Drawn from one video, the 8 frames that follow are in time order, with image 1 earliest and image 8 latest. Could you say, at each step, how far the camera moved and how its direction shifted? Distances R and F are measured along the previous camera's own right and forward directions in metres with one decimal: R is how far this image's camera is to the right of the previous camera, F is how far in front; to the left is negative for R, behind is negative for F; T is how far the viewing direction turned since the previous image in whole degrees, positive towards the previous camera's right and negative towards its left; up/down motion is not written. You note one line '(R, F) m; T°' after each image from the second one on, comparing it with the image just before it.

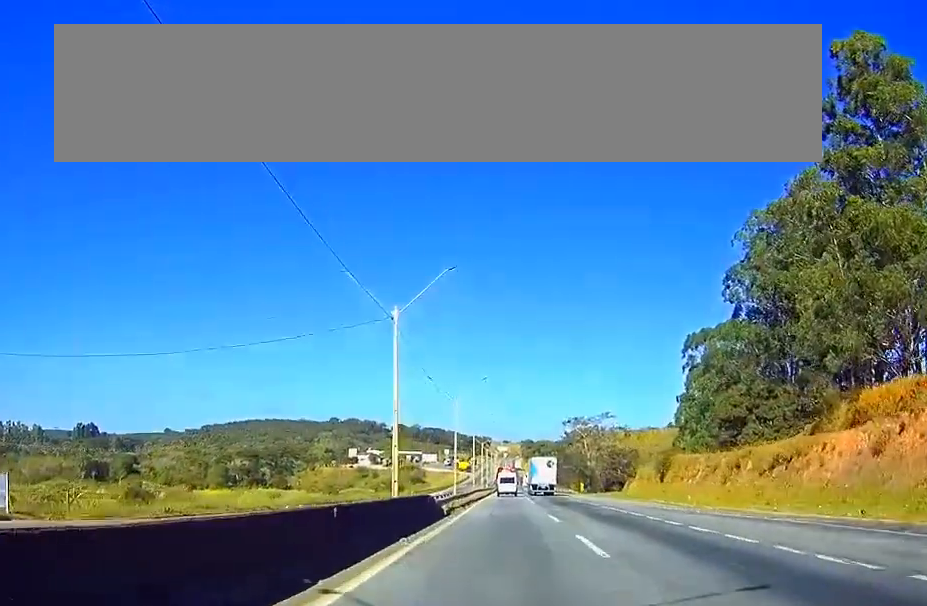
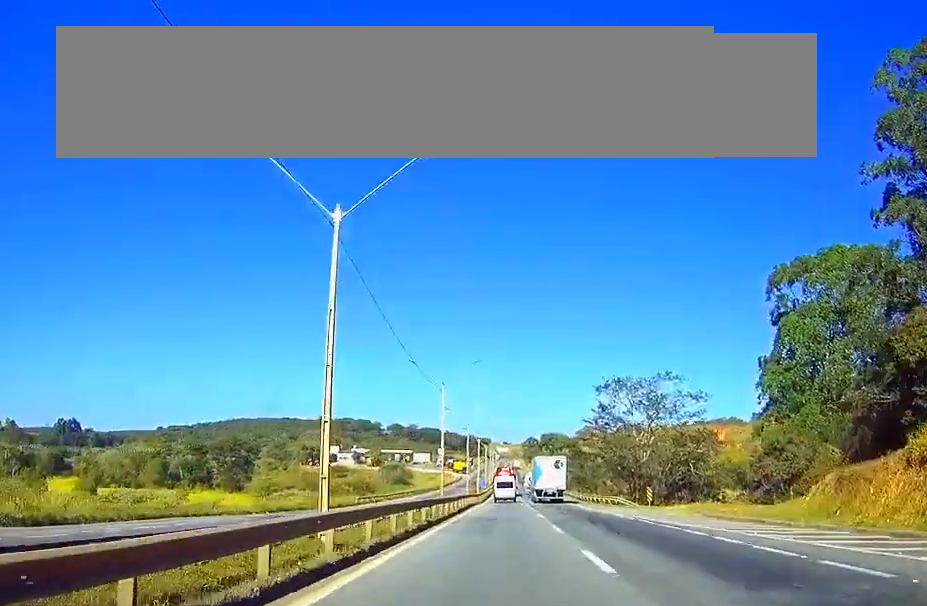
(-0.1, +53.9) m; 0°
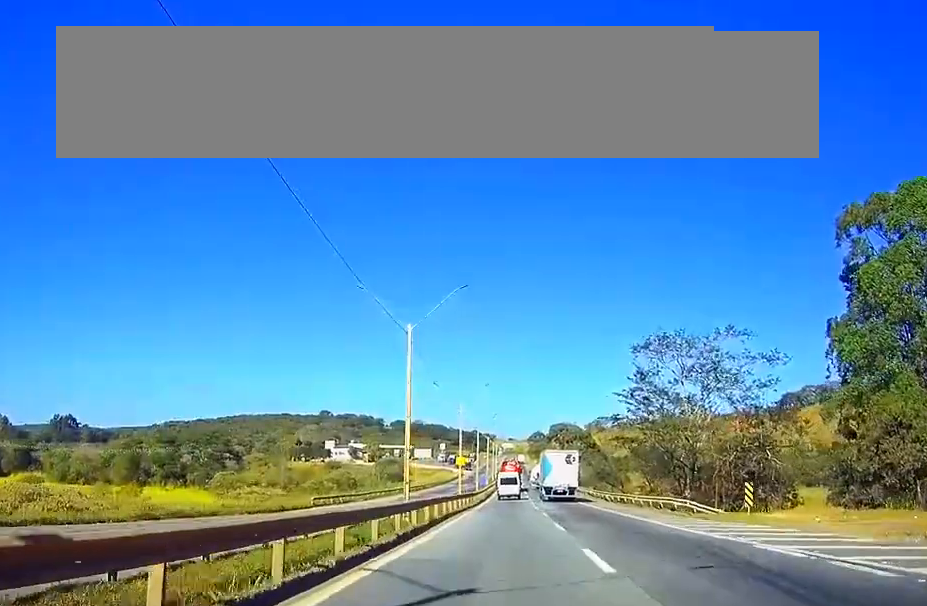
(0.0, +23.6) m; 0°
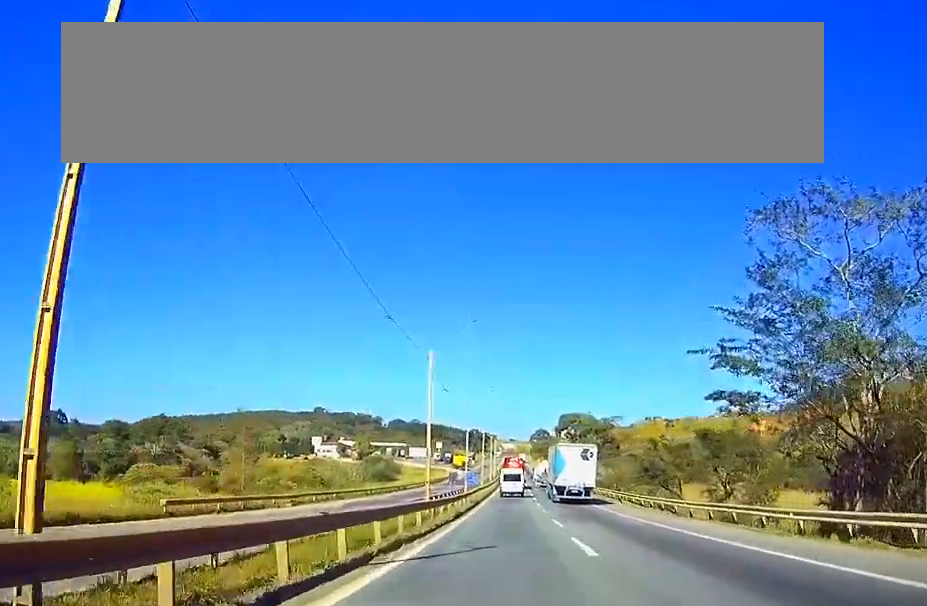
(0.0, +32.2) m; 0°
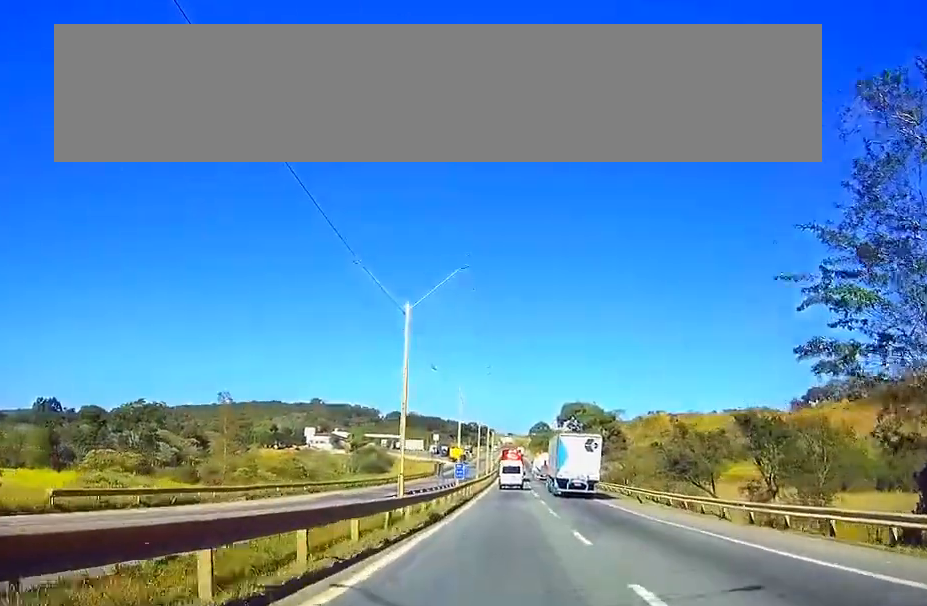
(0.0, +11.1) m; 0°
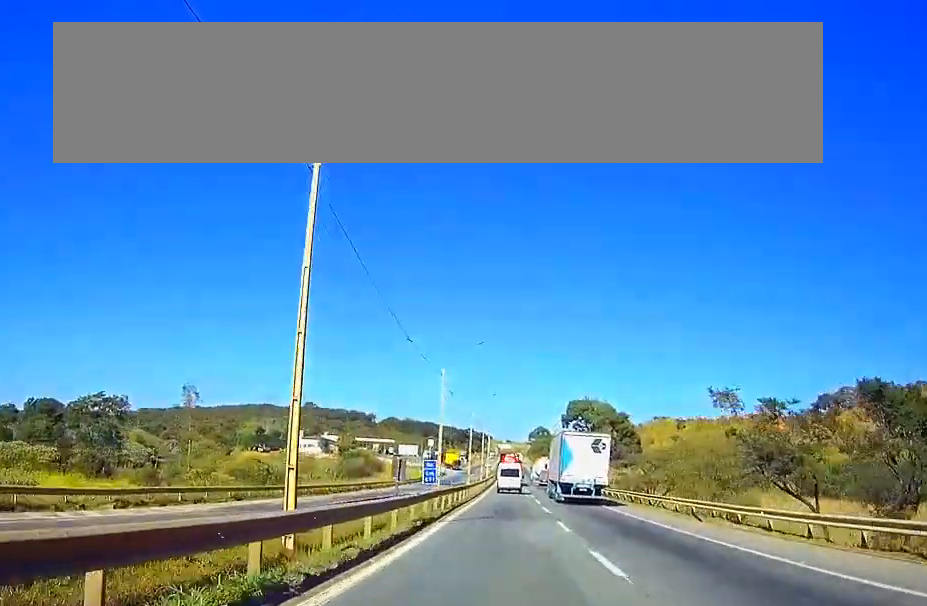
(+0.1, +18.8) m; 0°
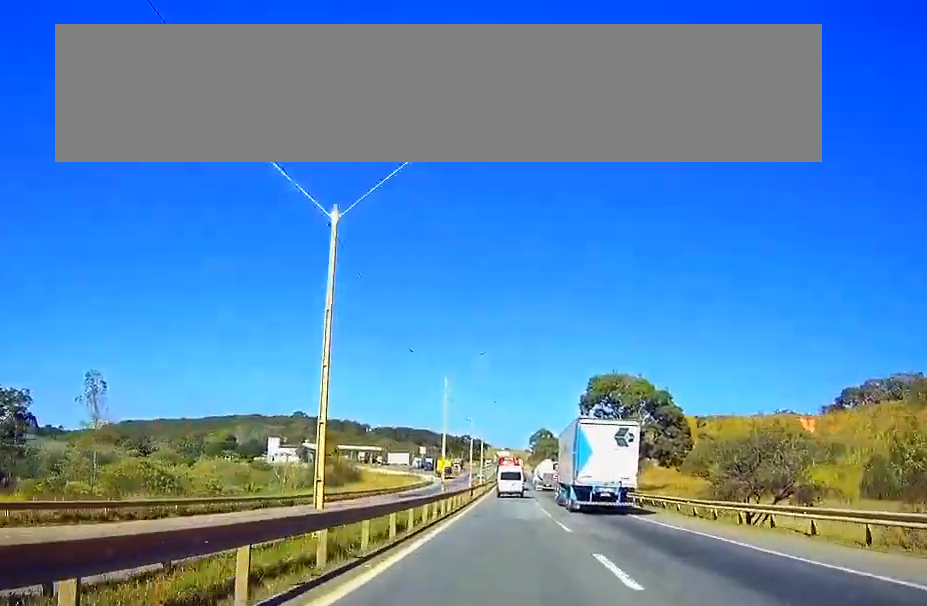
(-0.1, +36.9) m; 0°
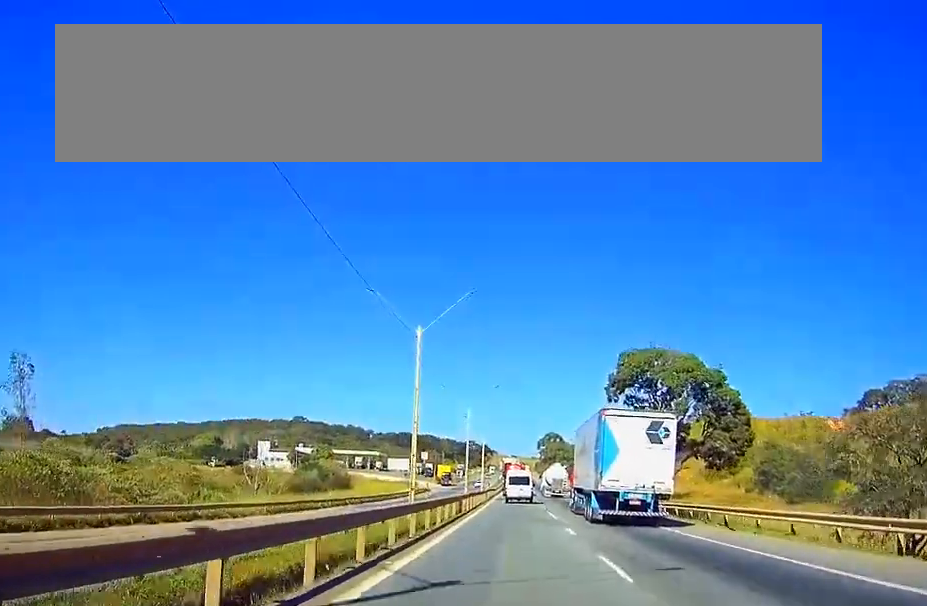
(0.0, +21.5) m; 0°
